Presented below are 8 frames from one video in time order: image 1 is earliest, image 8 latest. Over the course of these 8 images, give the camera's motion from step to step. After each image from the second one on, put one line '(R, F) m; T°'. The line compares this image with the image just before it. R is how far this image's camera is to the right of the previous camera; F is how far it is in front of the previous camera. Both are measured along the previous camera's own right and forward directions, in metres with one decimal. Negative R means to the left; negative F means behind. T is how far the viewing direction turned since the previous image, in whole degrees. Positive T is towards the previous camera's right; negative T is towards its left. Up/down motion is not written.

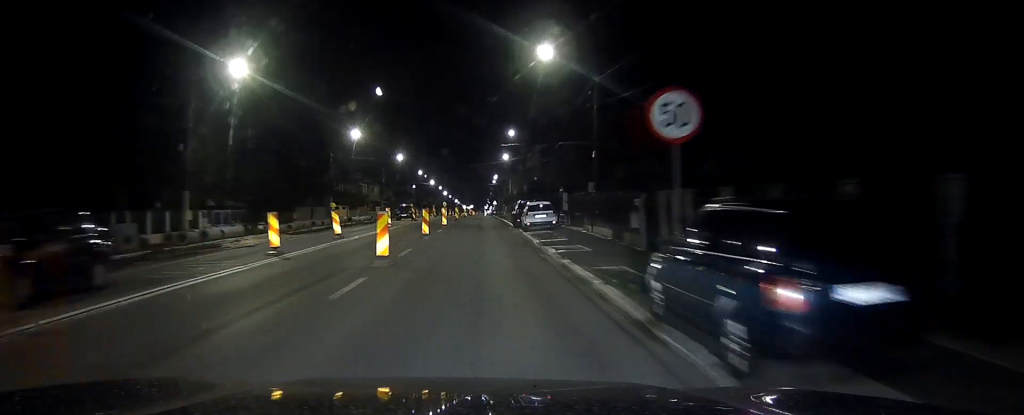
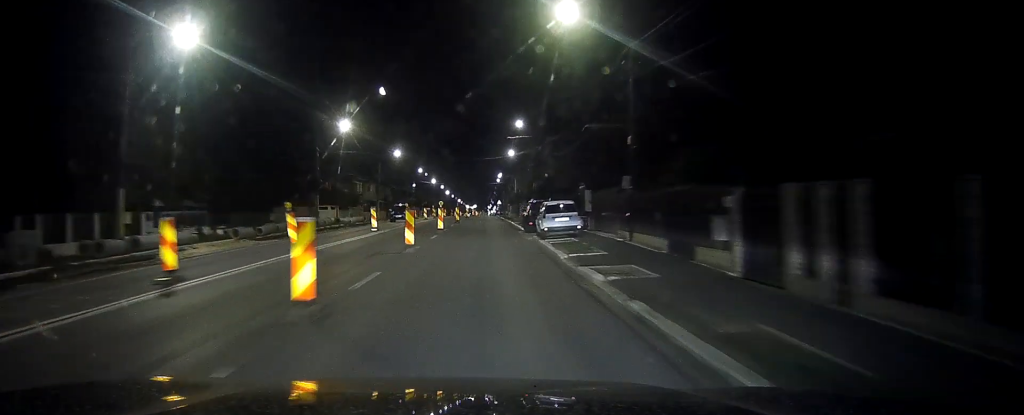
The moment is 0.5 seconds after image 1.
(0.0, +7.7) m; 0°
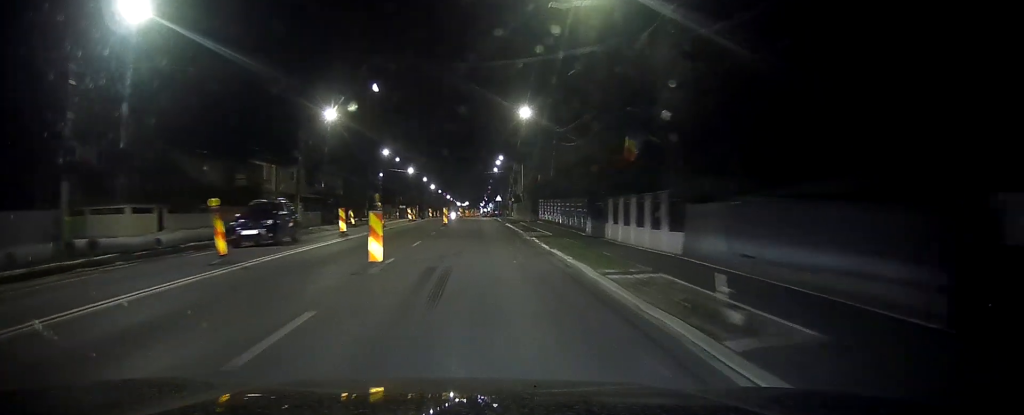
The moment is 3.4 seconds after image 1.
(+0.3, +41.2) m; +1°
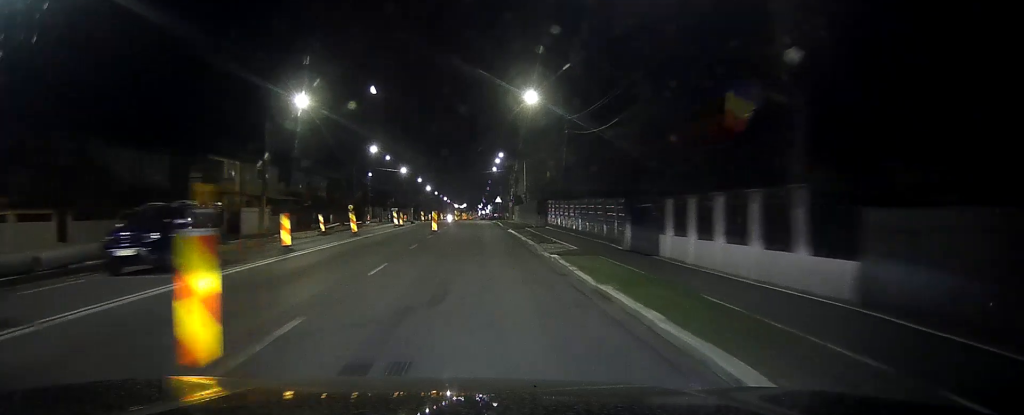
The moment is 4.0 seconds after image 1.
(0.0, +9.2) m; 0°
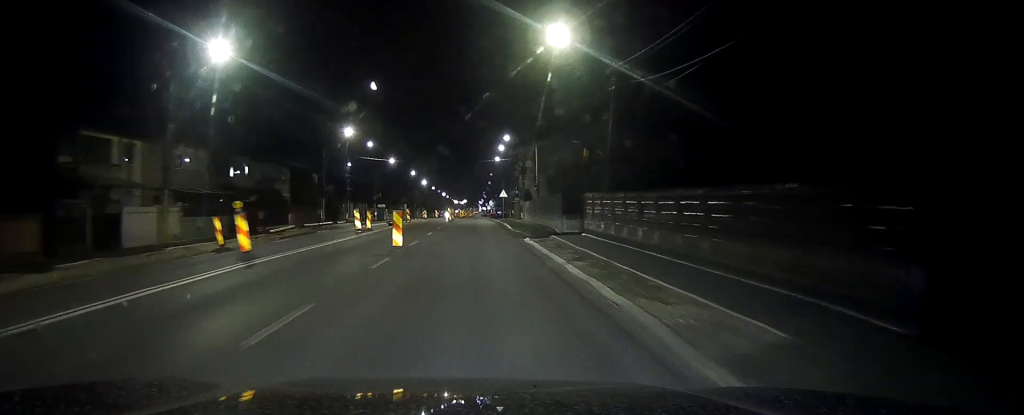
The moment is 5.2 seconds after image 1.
(0.0, +16.9) m; -1°
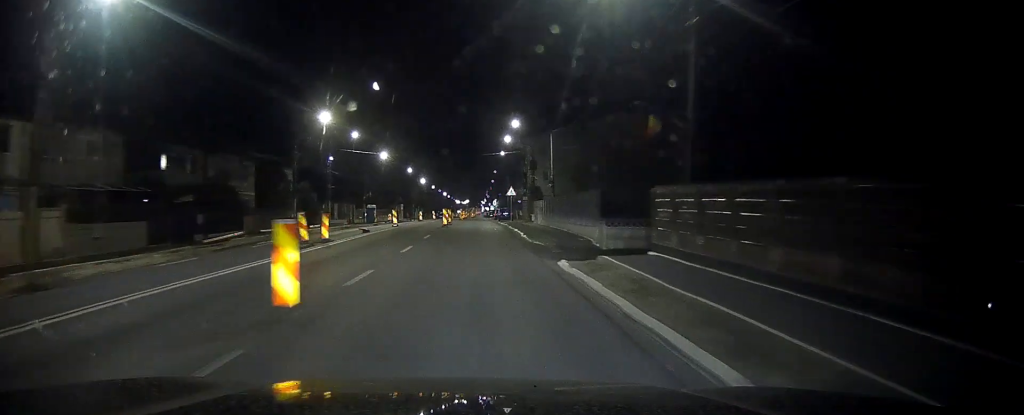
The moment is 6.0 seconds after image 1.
(-0.1, +12.0) m; 0°
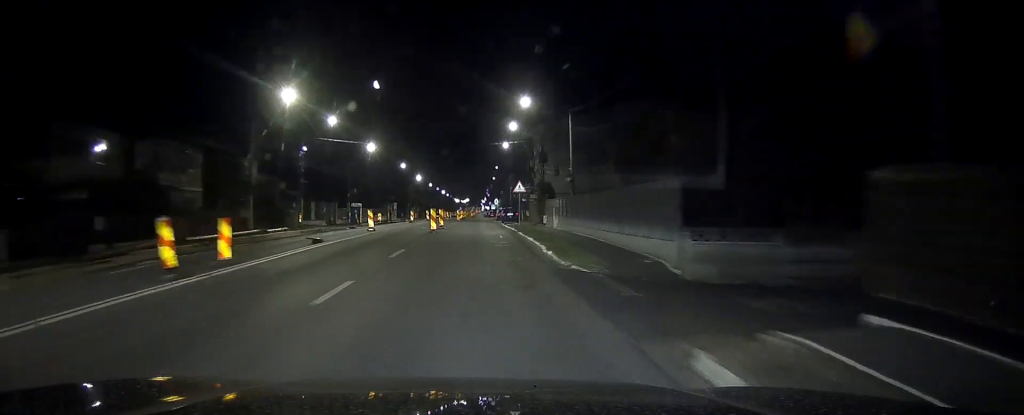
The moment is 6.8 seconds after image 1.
(+0.1, +11.5) m; 0°
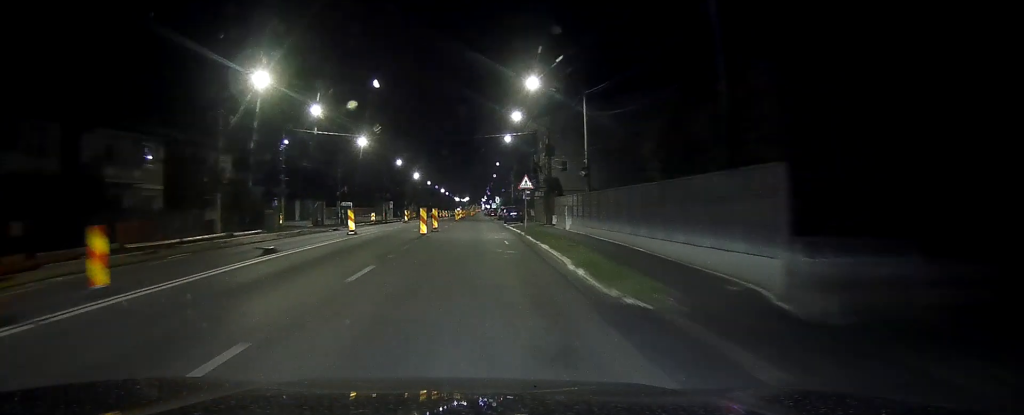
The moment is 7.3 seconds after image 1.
(0.0, +6.2) m; 0°
